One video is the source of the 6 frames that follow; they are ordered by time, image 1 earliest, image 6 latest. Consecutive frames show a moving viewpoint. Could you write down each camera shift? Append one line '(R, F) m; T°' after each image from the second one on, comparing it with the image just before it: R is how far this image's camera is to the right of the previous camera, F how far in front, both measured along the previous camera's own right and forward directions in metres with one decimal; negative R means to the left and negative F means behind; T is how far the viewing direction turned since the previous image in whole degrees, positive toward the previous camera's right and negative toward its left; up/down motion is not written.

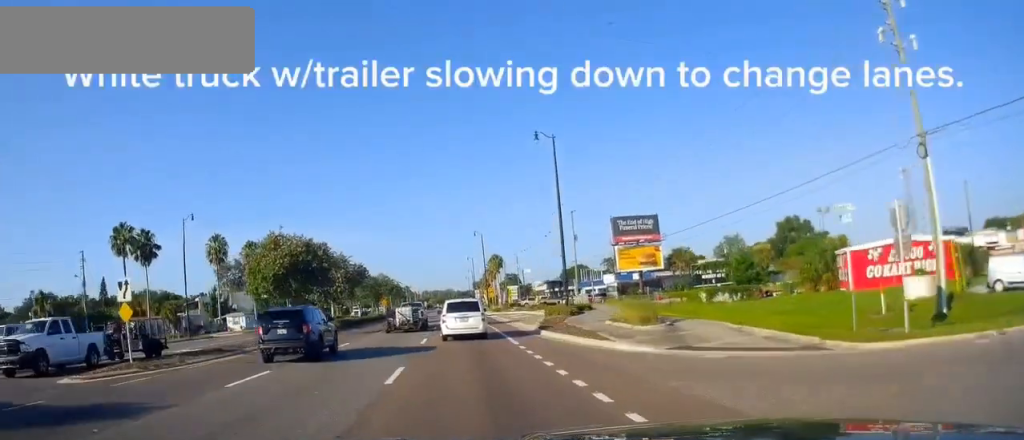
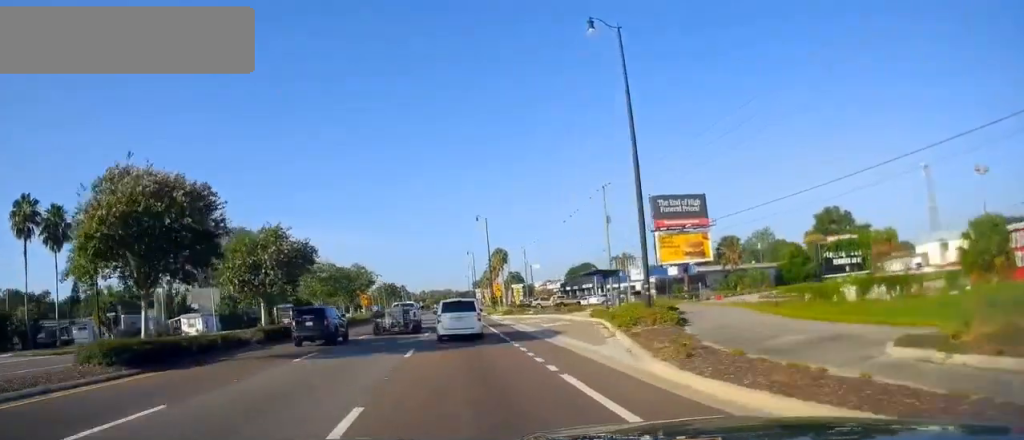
(+0.2, +18.3) m; +2°
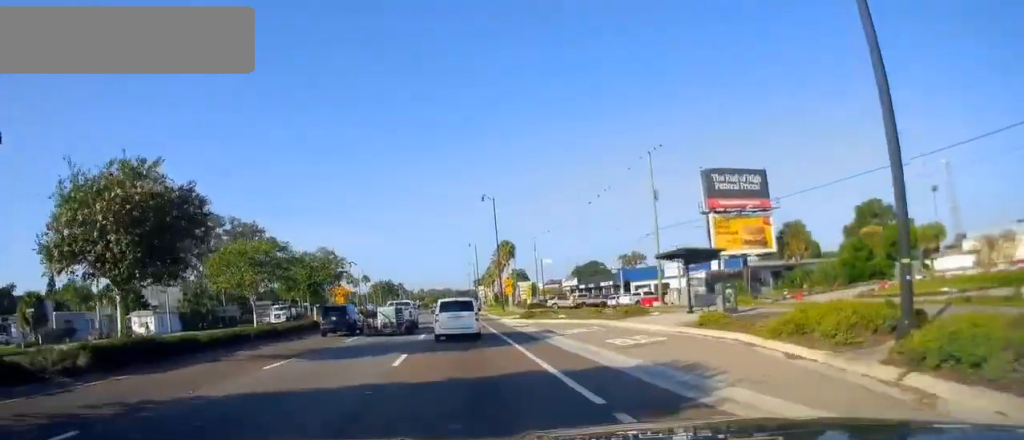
(+0.5, +15.2) m; 0°
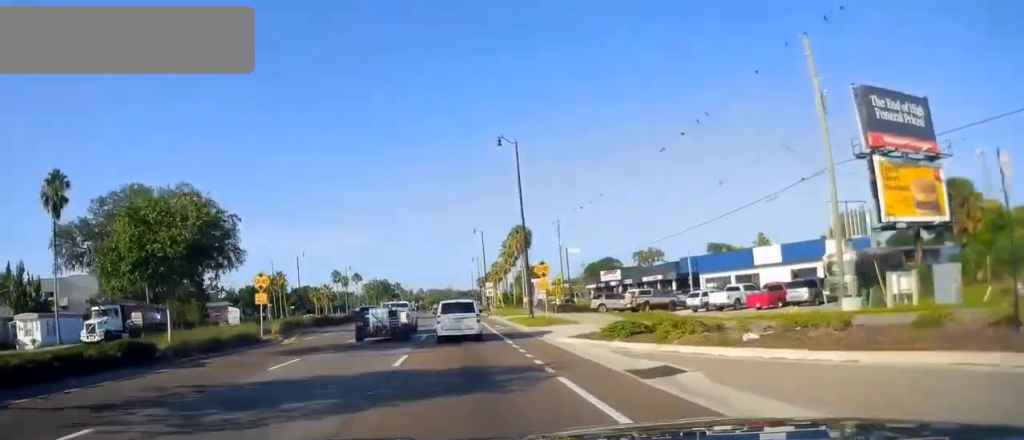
(-0.7, +23.7) m; -2°
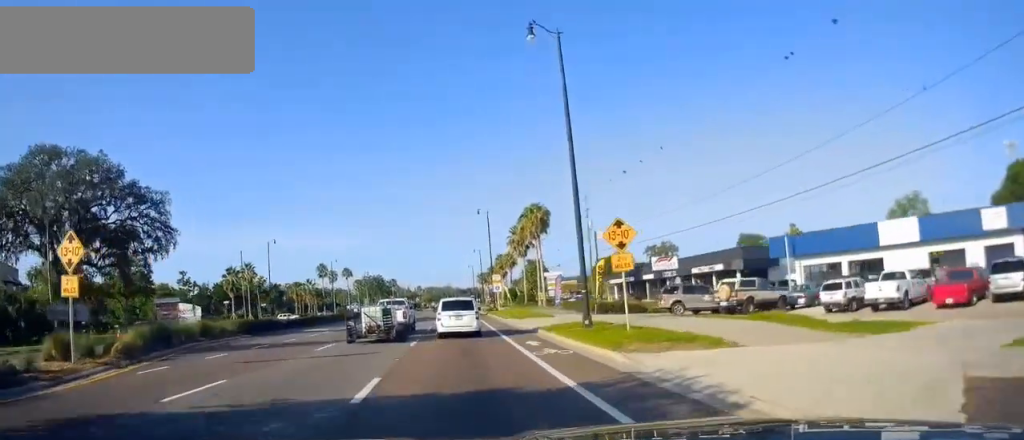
(+0.1, +18.1) m; +2°
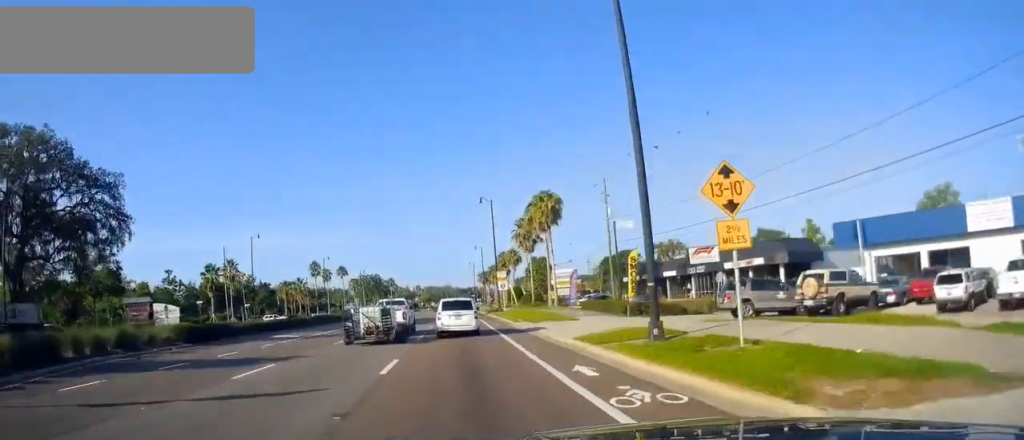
(+0.5, +8.7) m; 0°
